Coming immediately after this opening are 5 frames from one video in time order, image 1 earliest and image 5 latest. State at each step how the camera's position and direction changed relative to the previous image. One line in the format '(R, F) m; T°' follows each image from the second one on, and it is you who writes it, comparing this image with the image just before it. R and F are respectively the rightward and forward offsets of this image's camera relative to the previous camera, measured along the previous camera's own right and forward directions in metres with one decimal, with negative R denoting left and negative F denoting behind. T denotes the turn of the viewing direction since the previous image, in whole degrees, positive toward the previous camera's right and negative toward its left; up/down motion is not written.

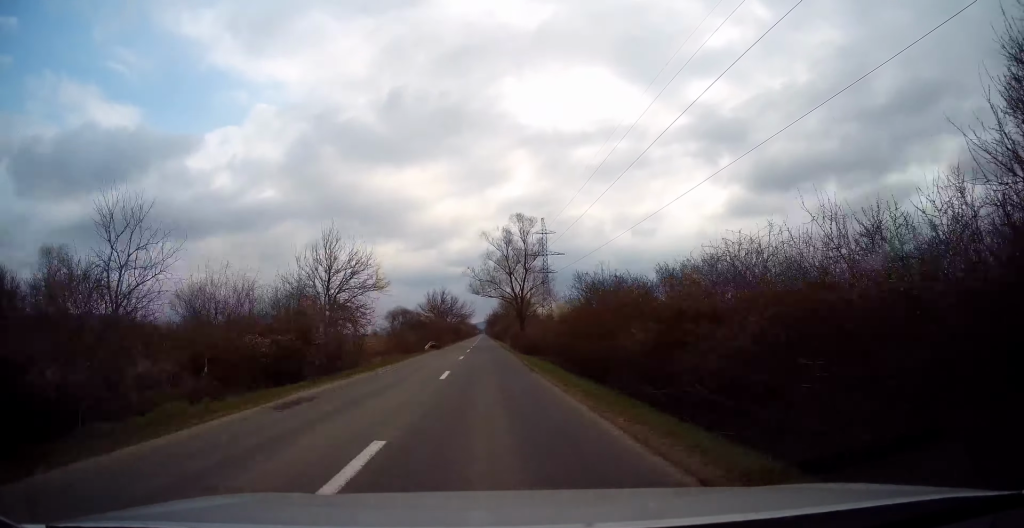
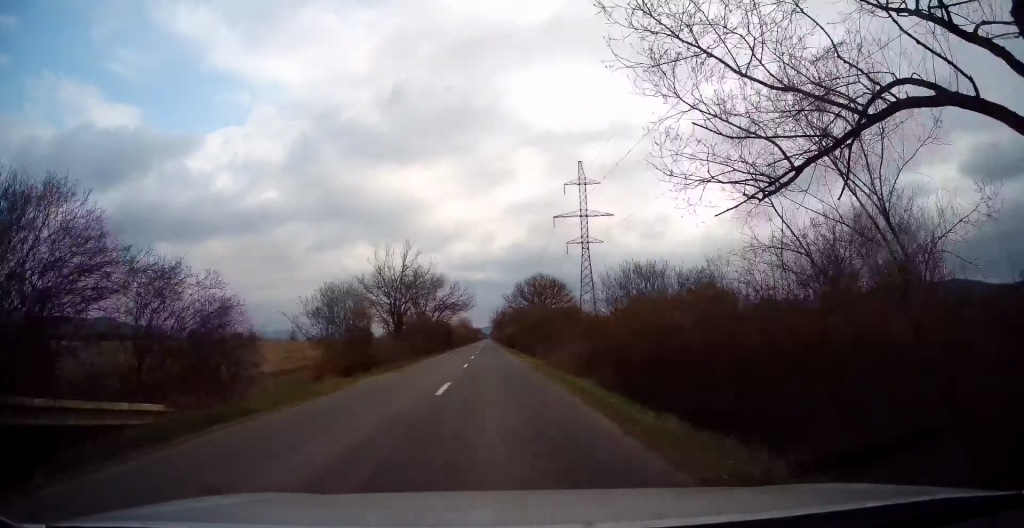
(-0.5, +50.4) m; -1°
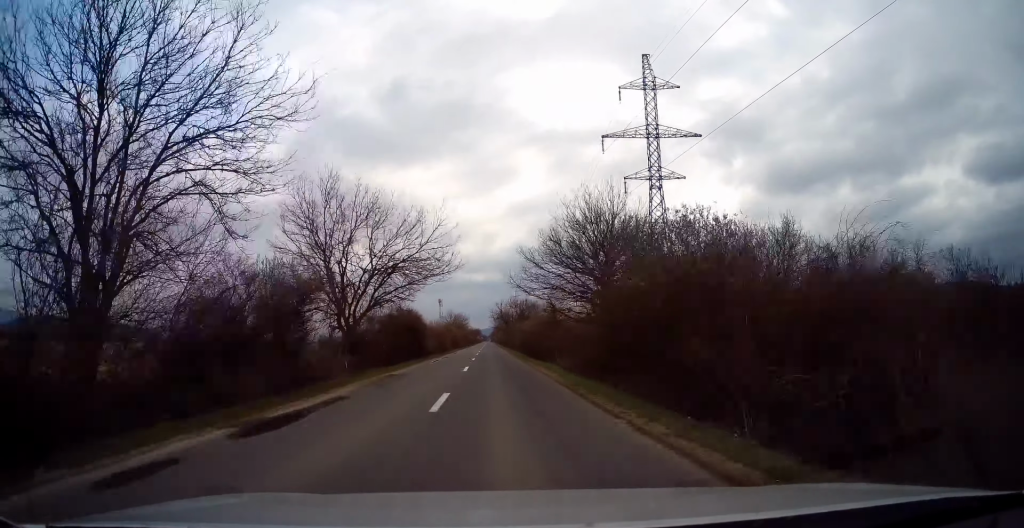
(-0.2, +38.9) m; 0°
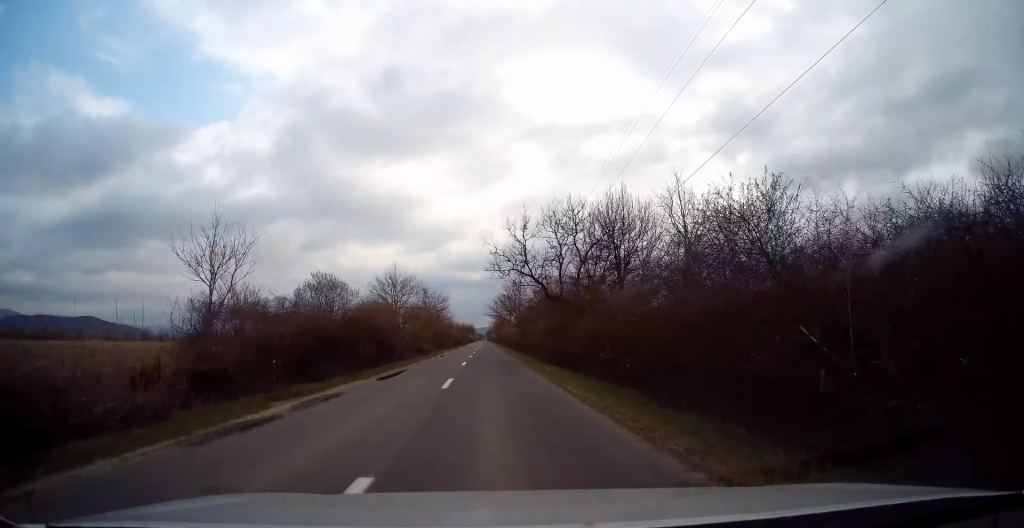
(+0.5, +67.7) m; +1°
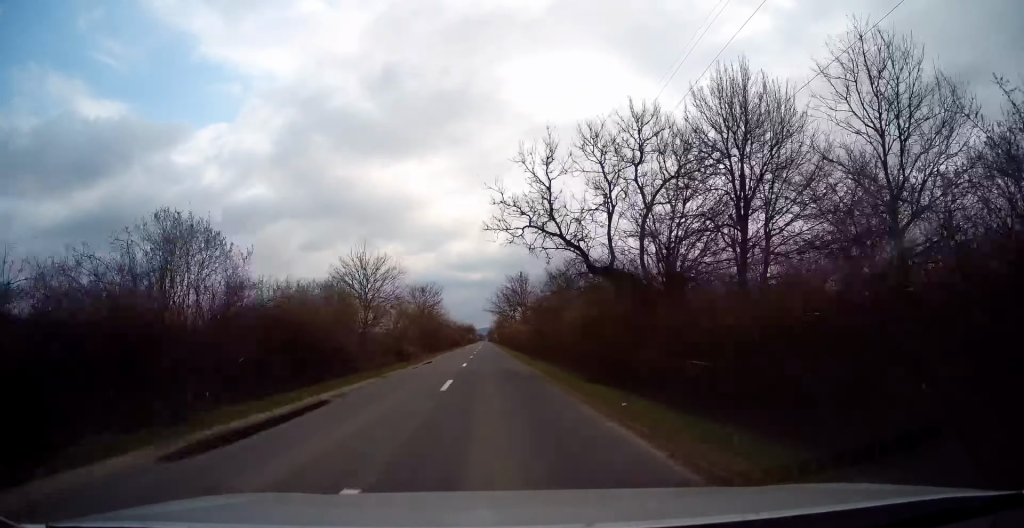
(+0.2, +12.3) m; 0°
